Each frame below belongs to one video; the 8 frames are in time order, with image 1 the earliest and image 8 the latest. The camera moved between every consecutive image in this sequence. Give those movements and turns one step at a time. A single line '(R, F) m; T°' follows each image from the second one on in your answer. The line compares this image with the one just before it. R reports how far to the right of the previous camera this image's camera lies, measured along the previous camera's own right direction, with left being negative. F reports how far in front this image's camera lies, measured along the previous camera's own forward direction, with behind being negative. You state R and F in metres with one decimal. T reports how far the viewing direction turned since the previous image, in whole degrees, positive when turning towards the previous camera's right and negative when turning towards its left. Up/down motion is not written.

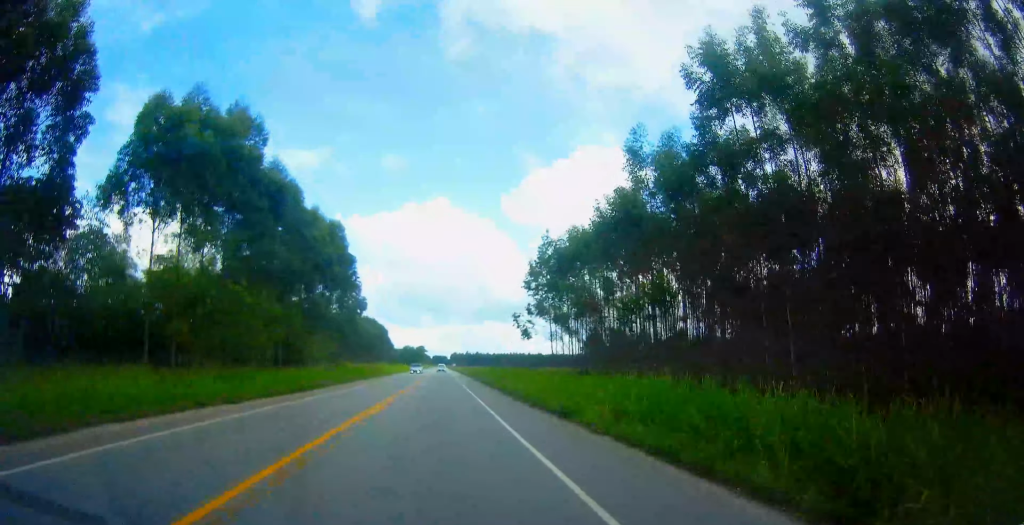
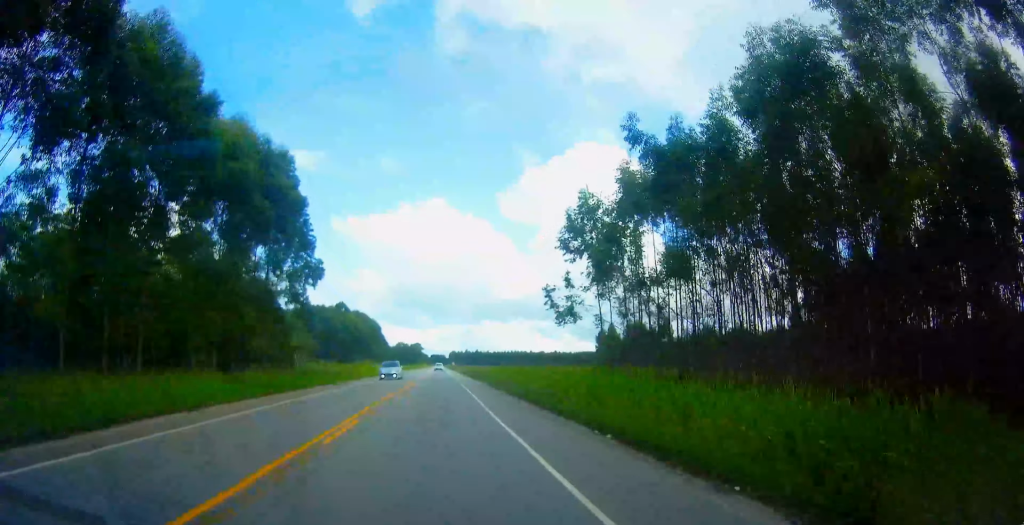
(+0.2, +22.0) m; 0°
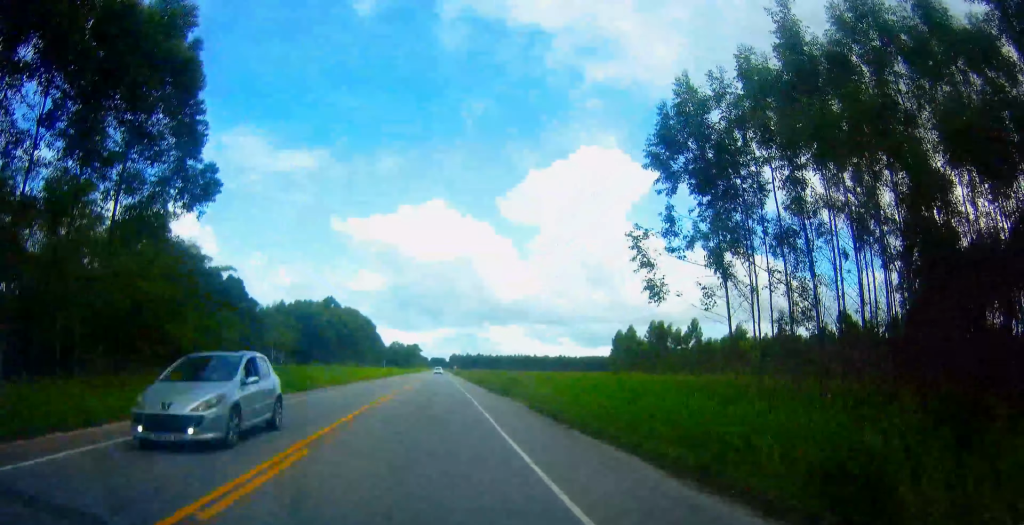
(+0.1, +20.9) m; 0°
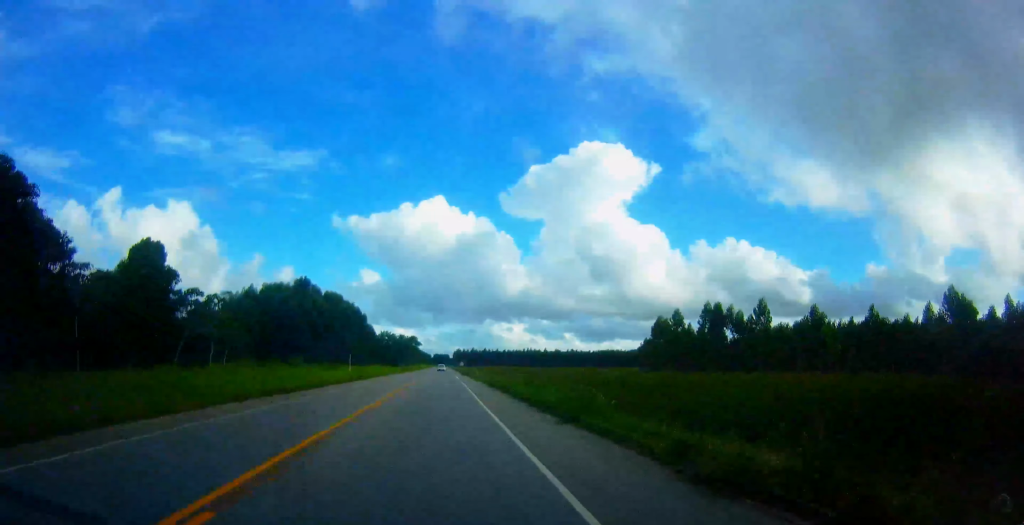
(-0.1, +35.9) m; 0°
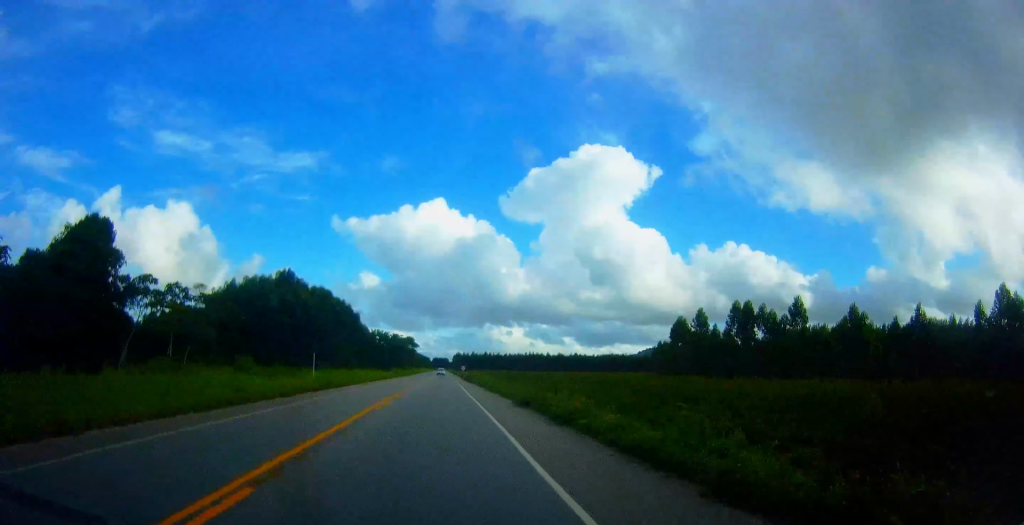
(0.0, +14.9) m; 0°
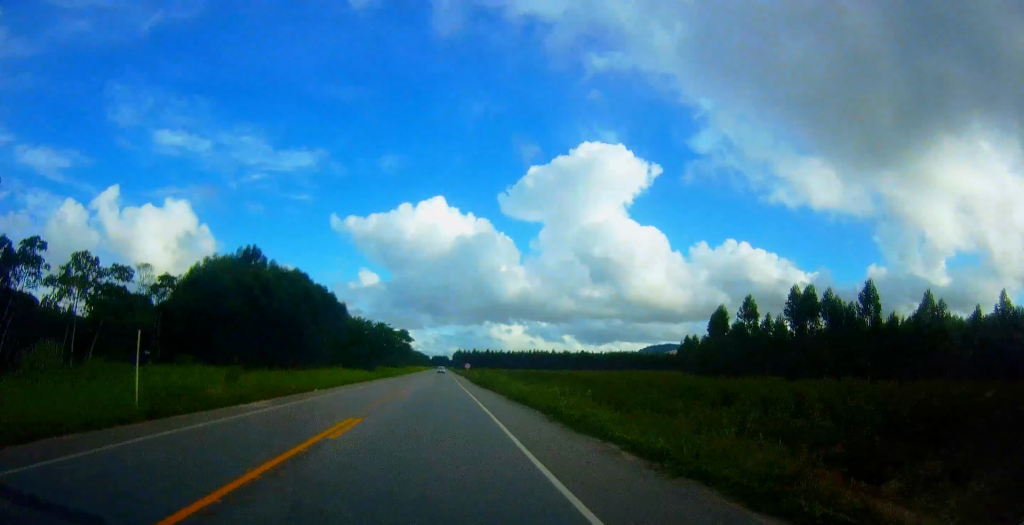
(-0.1, +23.8) m; 0°
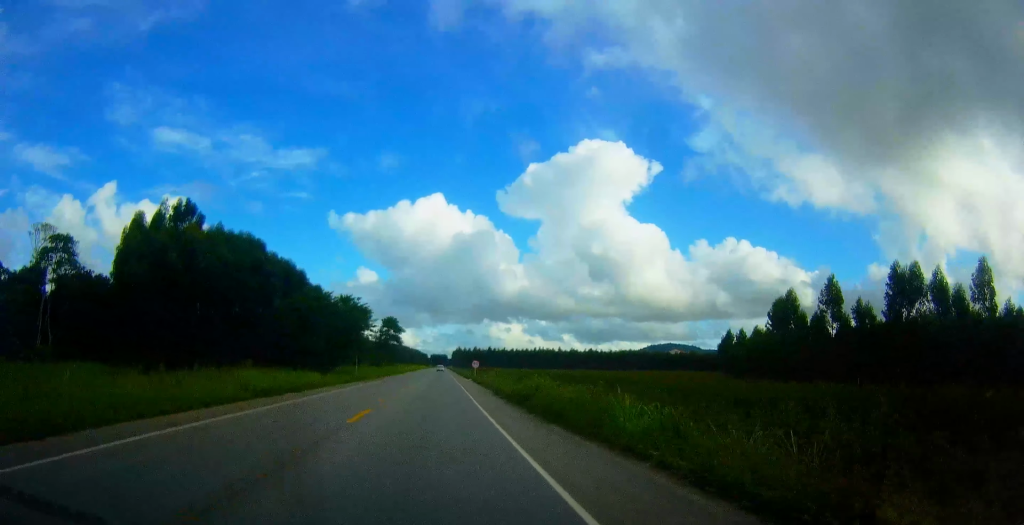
(+0.3, +29.1) m; 0°
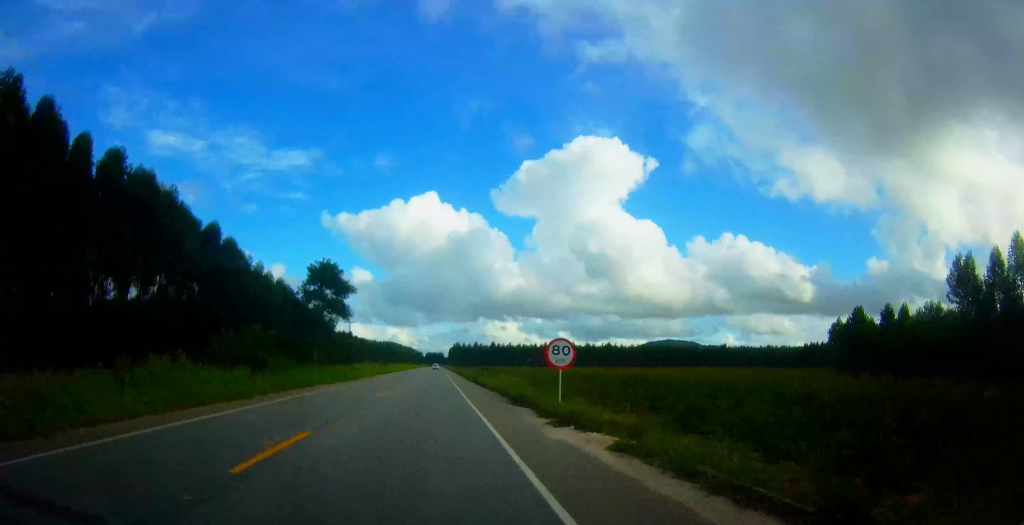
(0.0, +55.7) m; +1°
